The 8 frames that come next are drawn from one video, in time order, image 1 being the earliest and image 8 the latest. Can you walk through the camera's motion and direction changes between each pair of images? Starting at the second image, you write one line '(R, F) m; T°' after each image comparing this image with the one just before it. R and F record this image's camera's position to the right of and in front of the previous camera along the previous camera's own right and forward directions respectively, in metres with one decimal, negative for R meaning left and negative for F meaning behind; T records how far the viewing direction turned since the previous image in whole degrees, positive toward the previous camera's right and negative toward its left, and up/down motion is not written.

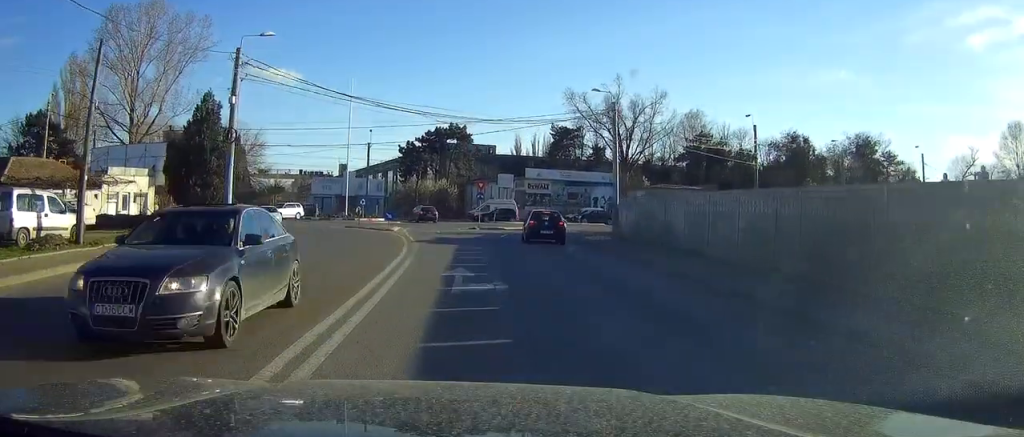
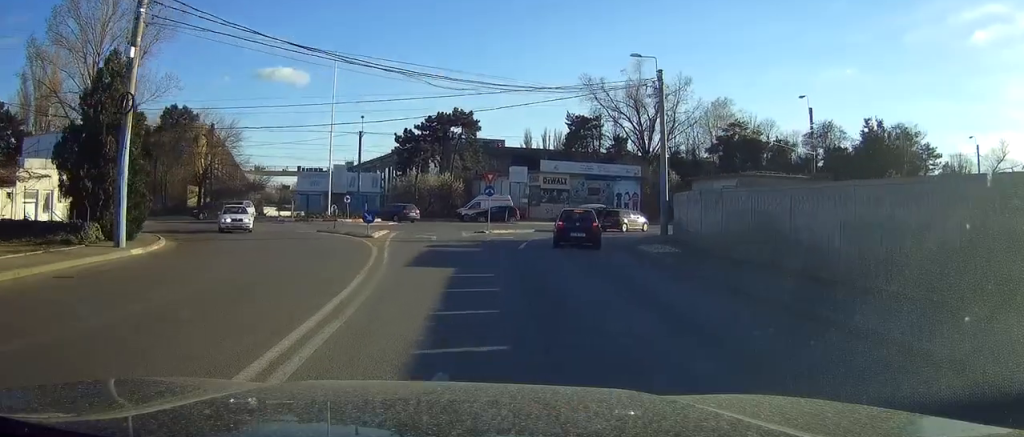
(-0.1, +10.6) m; -1°
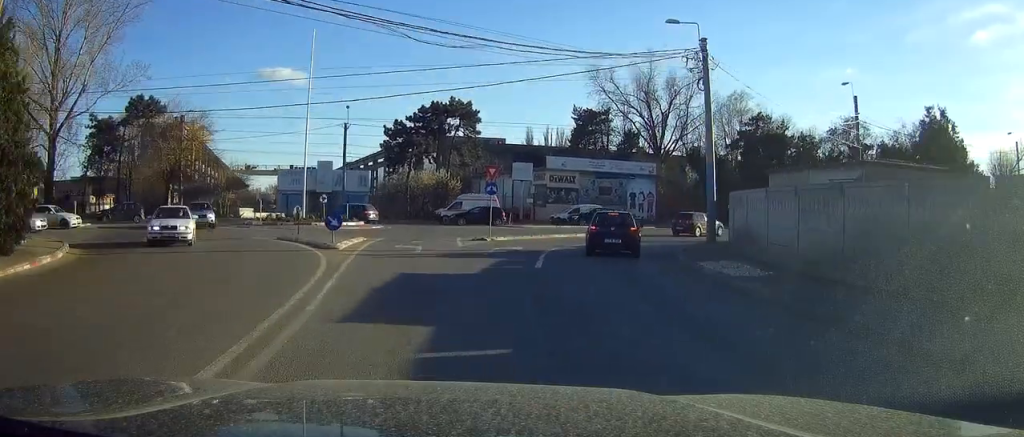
(0.0, +7.5) m; +1°
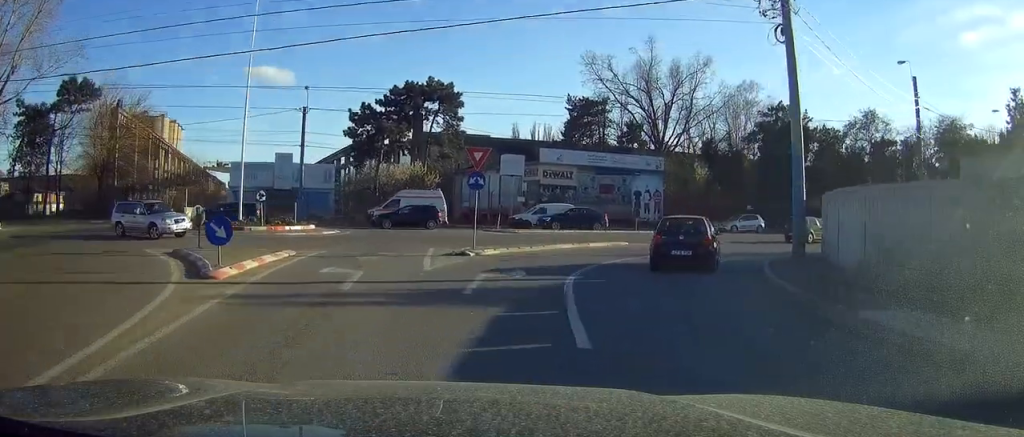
(+0.1, +9.7) m; +3°
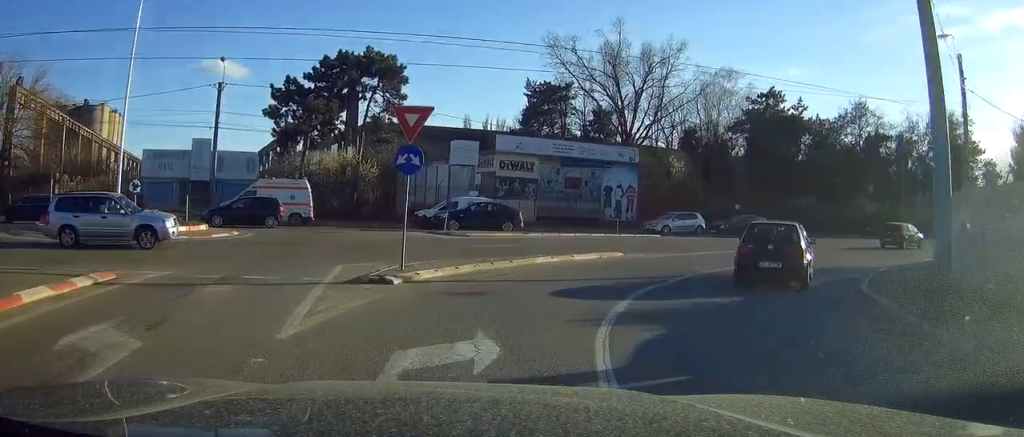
(+0.3, +8.9) m; +4°
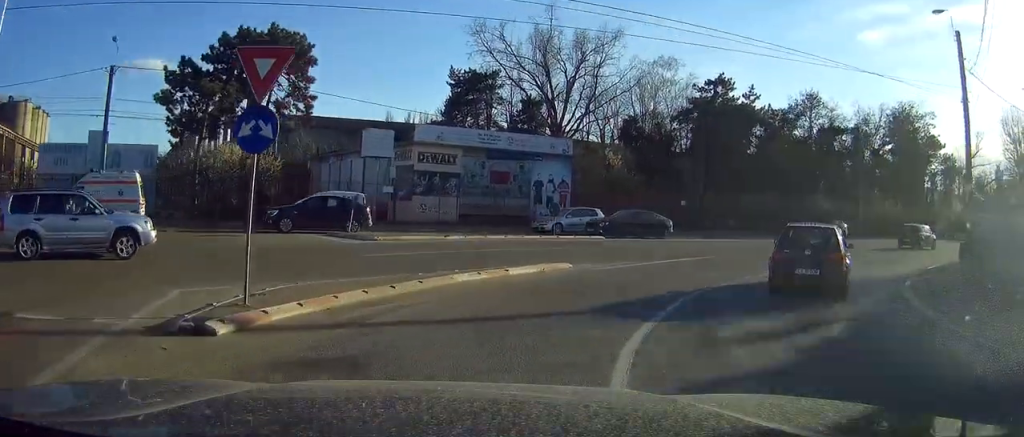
(-0.2, +5.5) m; +6°
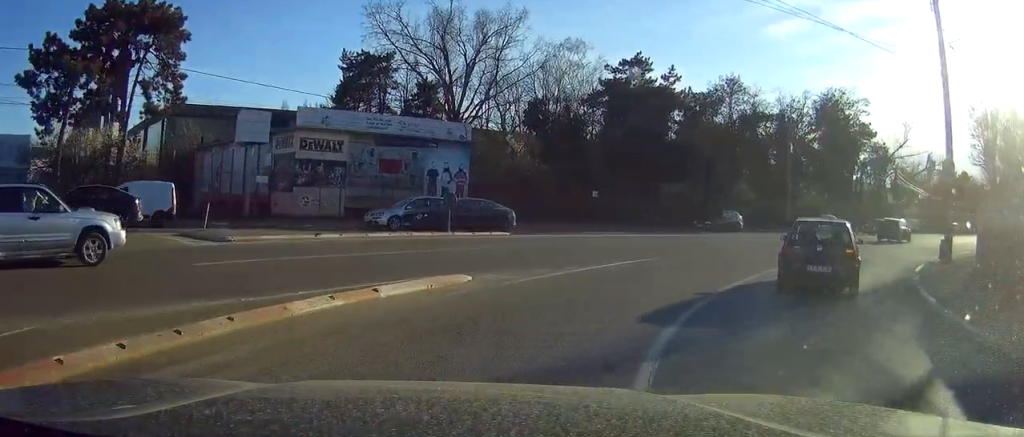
(+0.4, +4.8) m; +9°
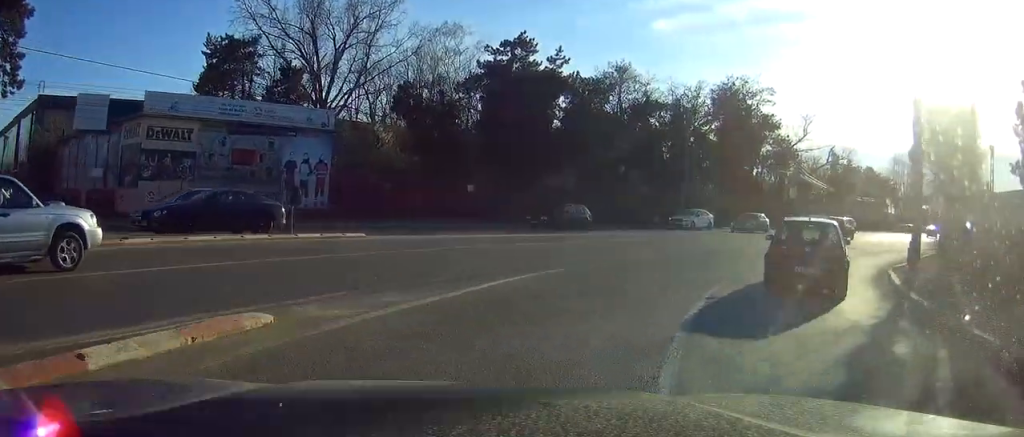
(+0.4, +5.0) m; +12°
